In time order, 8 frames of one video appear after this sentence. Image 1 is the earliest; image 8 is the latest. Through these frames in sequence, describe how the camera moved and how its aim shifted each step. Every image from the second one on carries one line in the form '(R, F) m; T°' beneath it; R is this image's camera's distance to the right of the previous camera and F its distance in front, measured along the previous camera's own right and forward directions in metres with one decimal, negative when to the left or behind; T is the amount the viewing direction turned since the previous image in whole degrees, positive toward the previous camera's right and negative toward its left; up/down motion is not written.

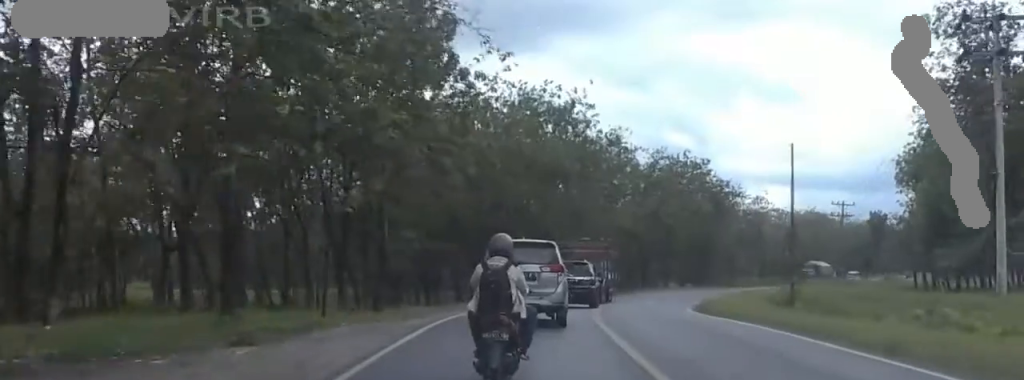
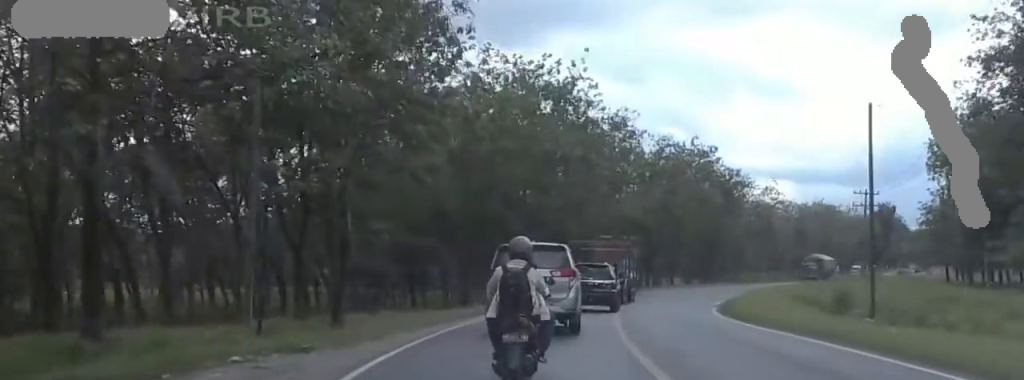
(+0.7, +7.6) m; -3°
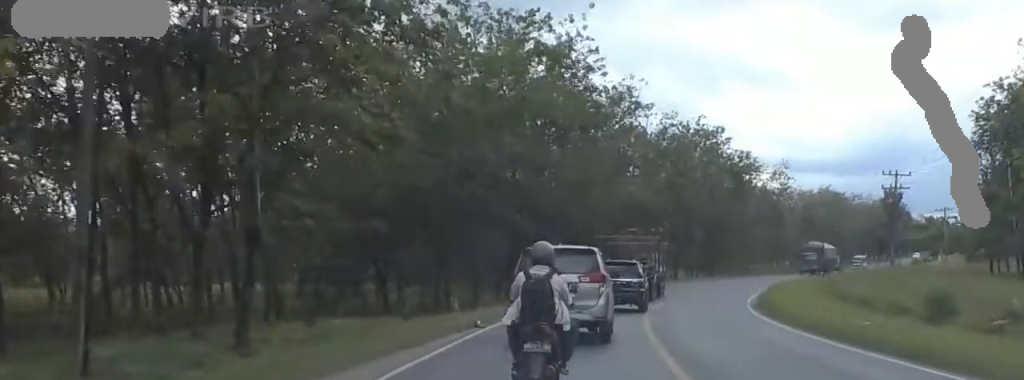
(-1.4, +9.4) m; -7°
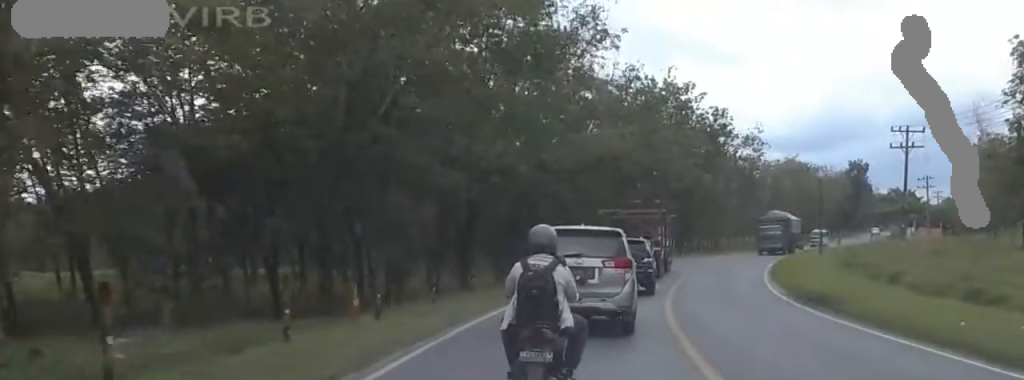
(-0.2, +14.0) m; -1°
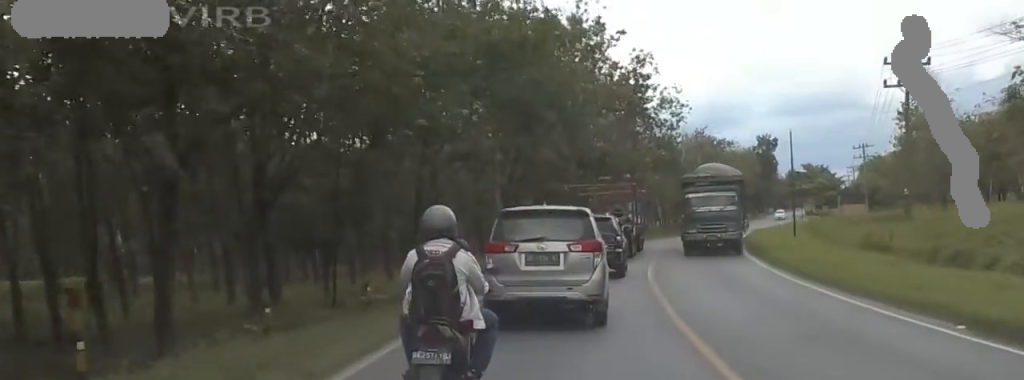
(+0.3, +21.1) m; 0°
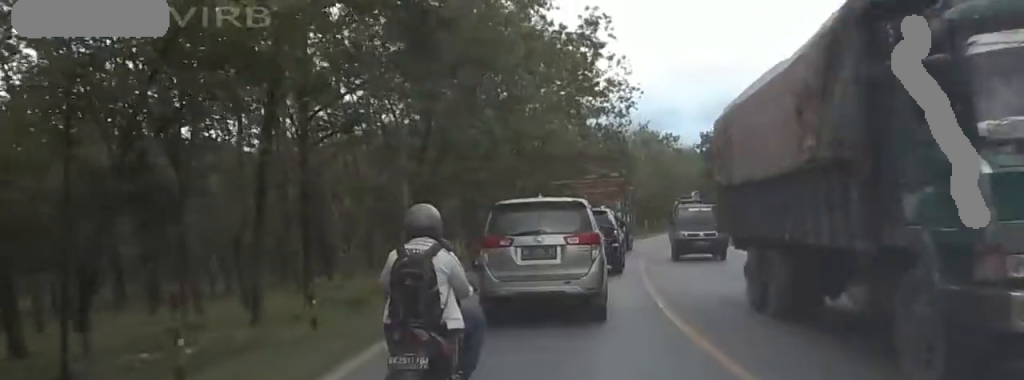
(-1.7, +14.9) m; -10°
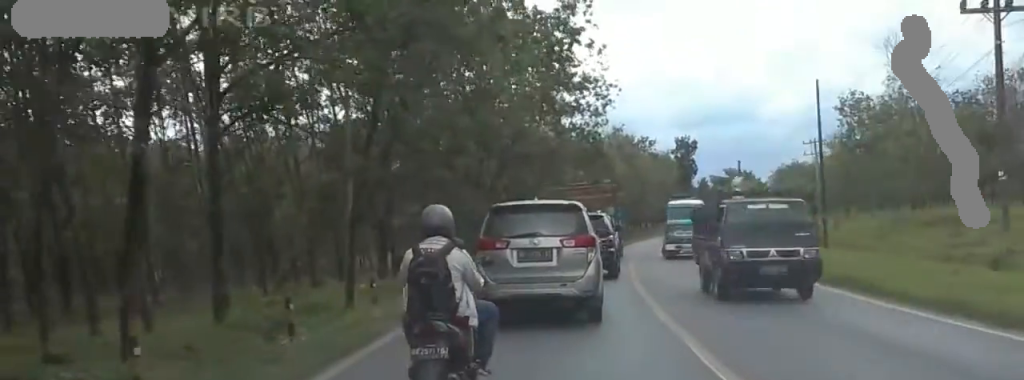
(-0.6, +6.6) m; 0°
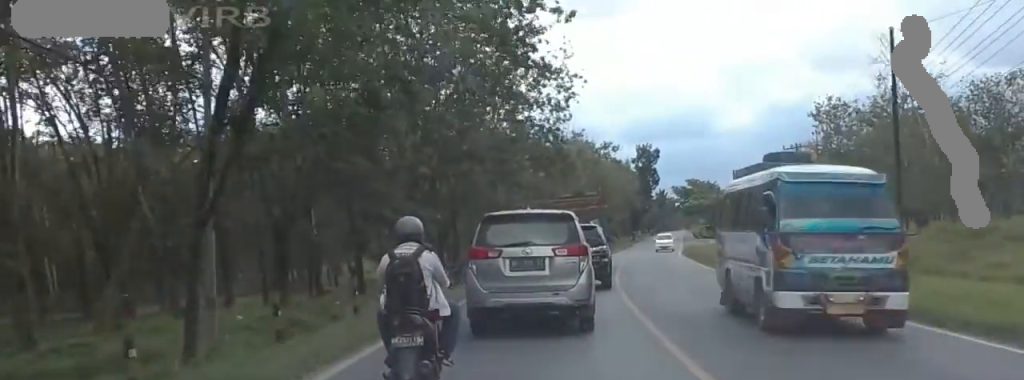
(+1.3, +11.3) m; +6°
